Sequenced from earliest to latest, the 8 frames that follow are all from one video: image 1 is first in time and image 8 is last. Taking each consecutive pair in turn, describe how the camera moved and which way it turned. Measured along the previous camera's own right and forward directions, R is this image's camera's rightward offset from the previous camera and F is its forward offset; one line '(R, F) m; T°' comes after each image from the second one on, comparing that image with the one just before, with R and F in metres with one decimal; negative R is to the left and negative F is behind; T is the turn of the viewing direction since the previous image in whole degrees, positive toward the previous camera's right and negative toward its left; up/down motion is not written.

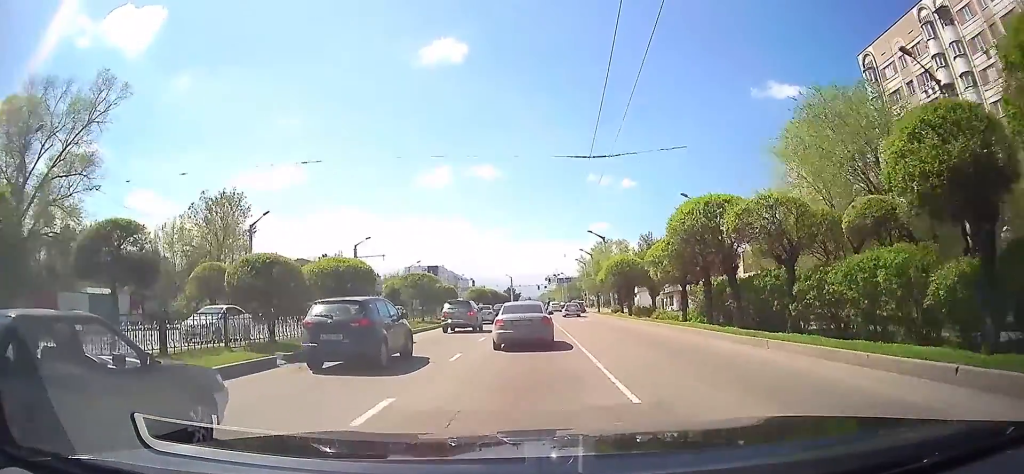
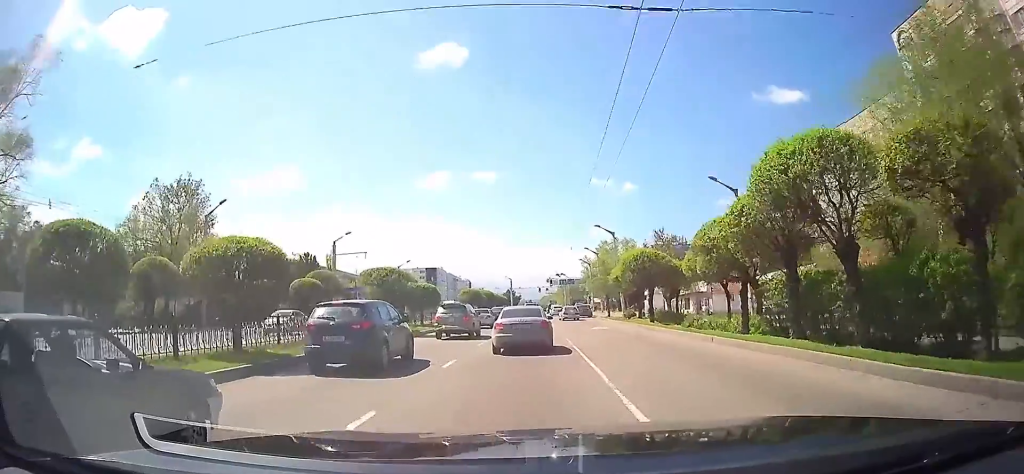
(+0.1, +9.0) m; +1°
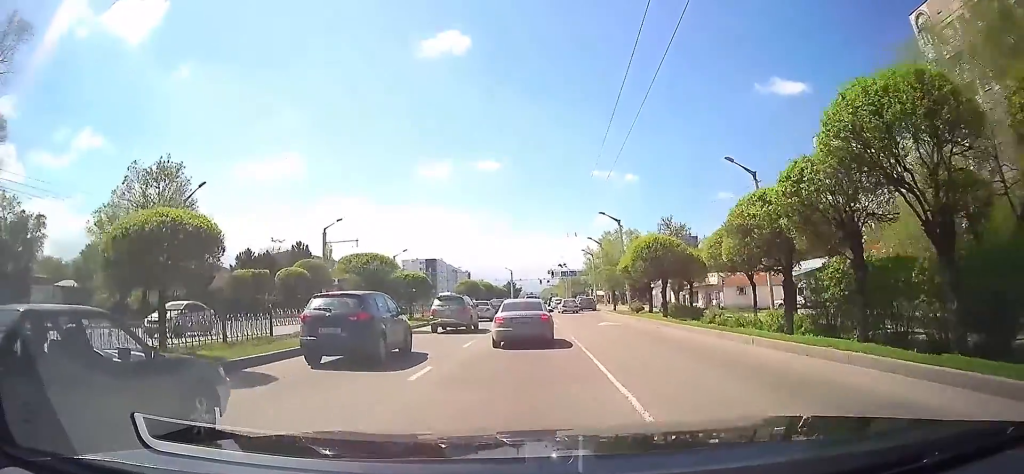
(0.0, +3.6) m; 0°
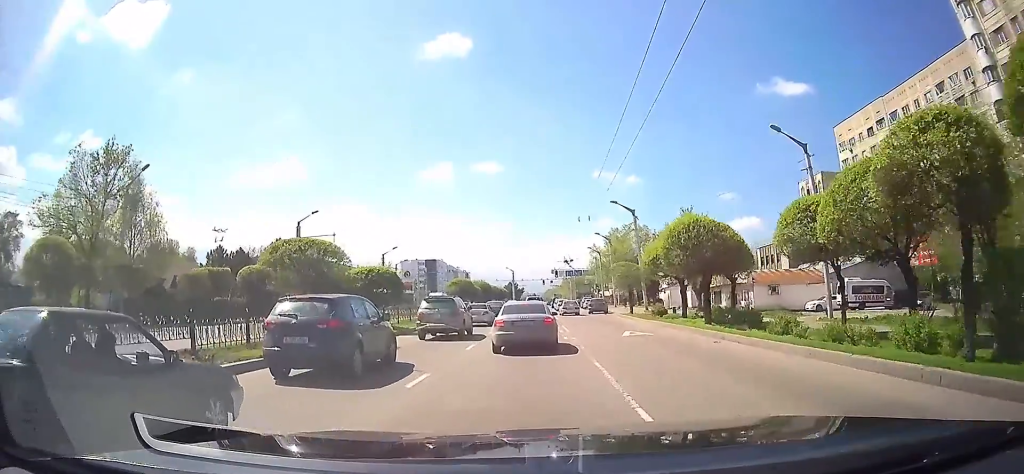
(-0.1, +7.6) m; 0°
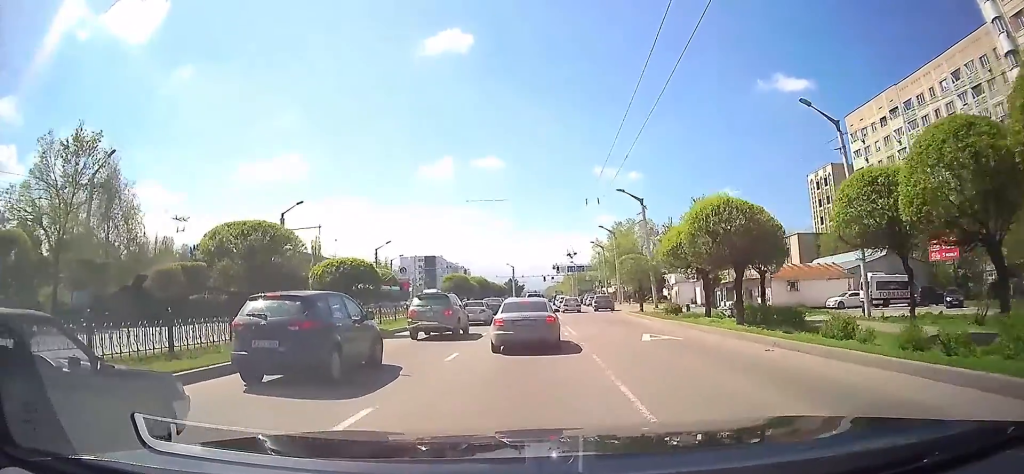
(0.0, +3.7) m; 0°
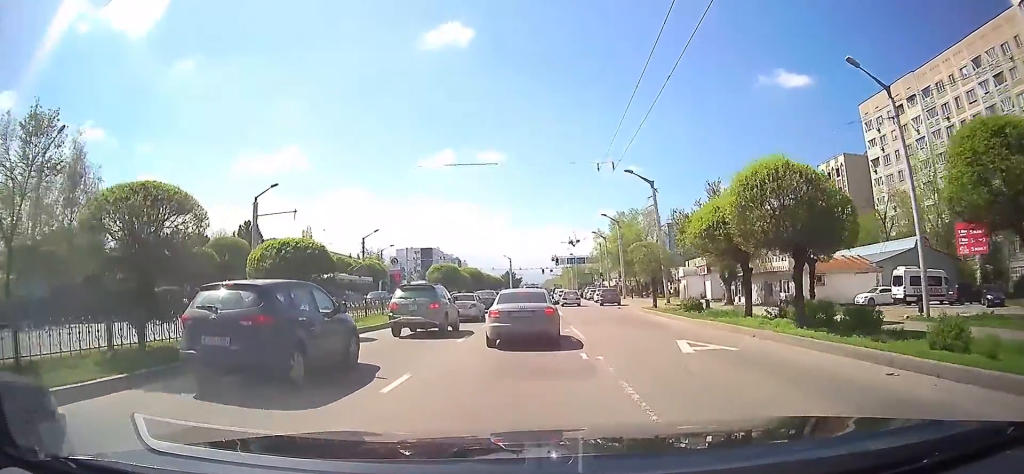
(0.0, +5.3) m; +1°
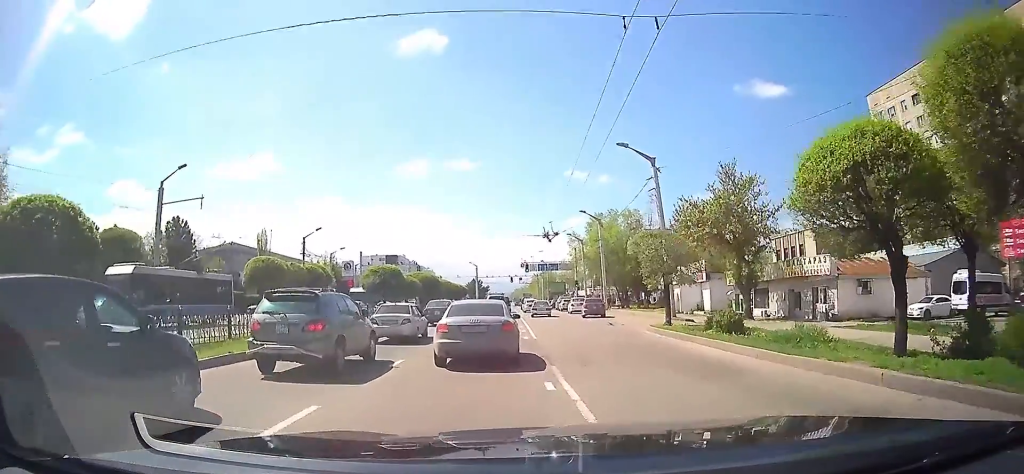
(+0.2, +11.6) m; +3°
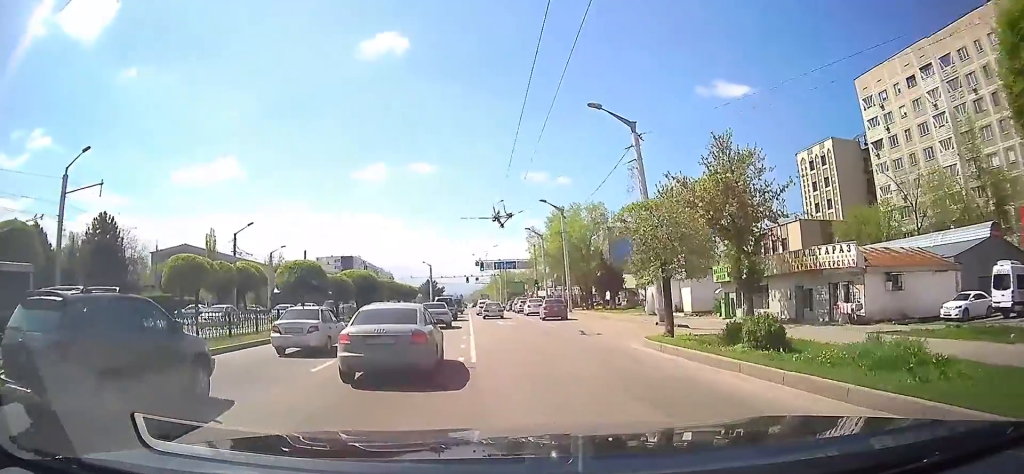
(+0.3, +8.0) m; +2°
